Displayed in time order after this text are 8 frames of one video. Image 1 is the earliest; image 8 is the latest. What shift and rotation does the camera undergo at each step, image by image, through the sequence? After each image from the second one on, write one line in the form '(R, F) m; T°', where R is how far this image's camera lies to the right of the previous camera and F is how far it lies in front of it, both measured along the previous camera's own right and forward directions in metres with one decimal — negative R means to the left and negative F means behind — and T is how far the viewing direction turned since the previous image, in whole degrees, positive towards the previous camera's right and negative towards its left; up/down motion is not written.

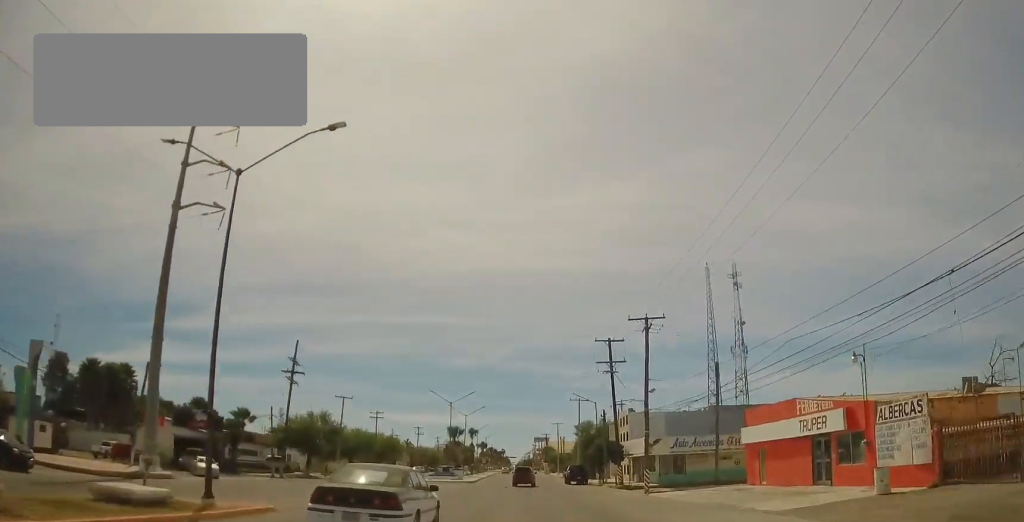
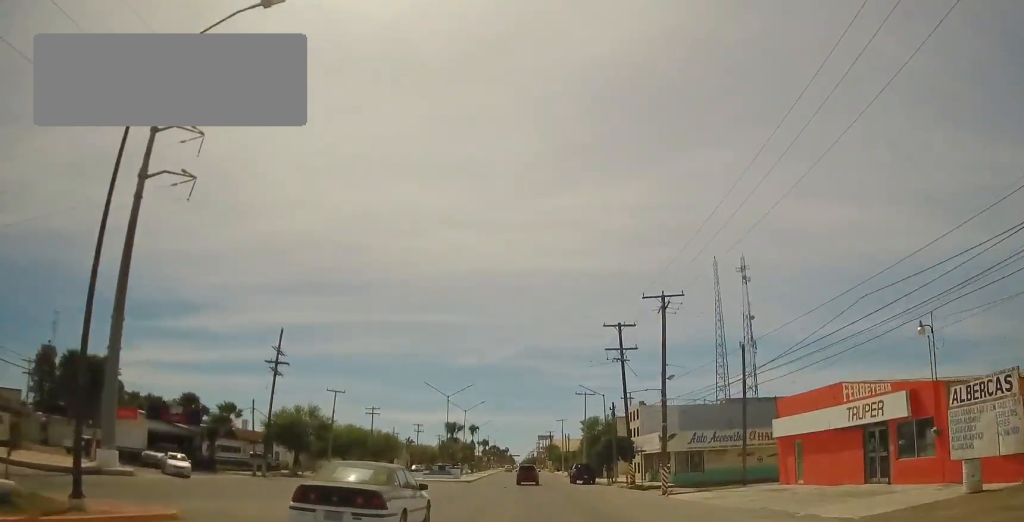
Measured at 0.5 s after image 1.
(-0.2, +4.7) m; 0°
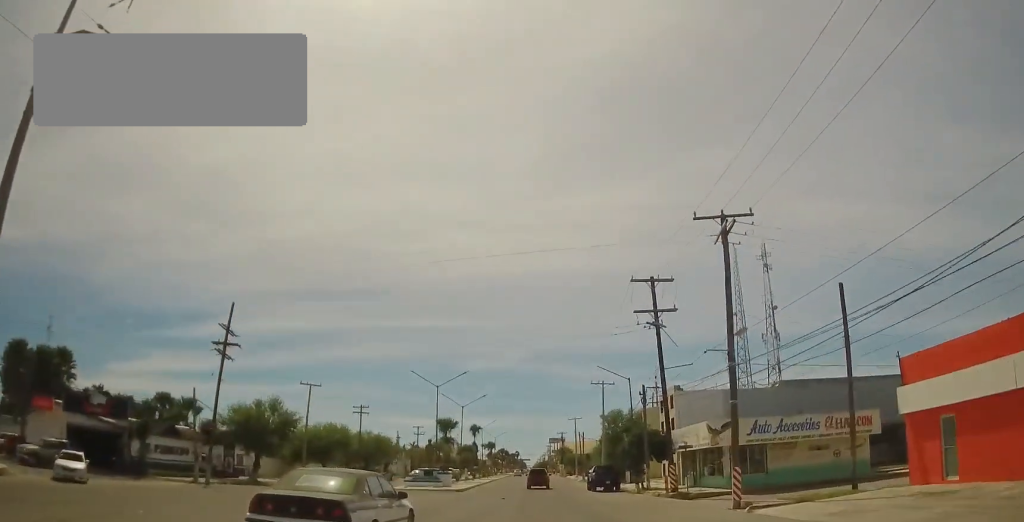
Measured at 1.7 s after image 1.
(+0.6, +11.8) m; +2°
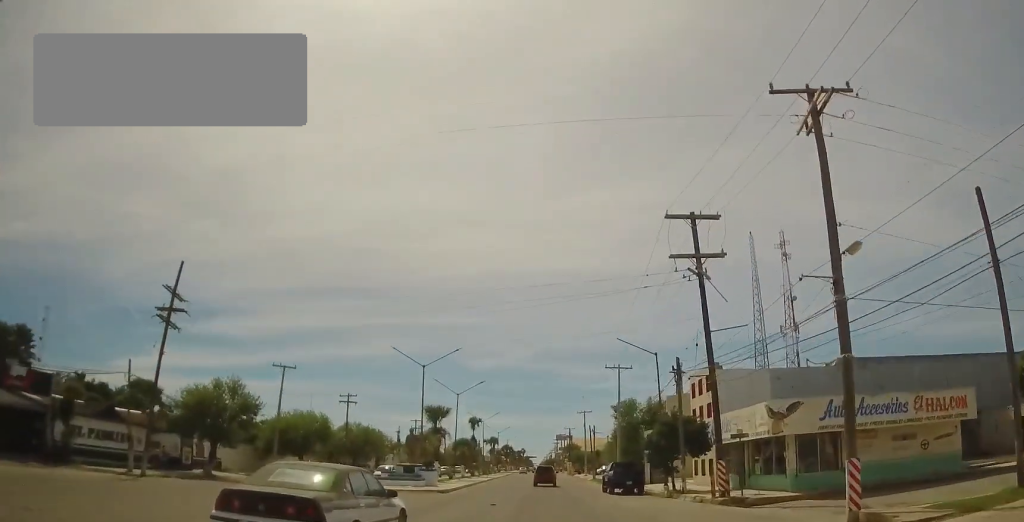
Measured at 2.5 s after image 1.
(0.0, +8.7) m; -2°
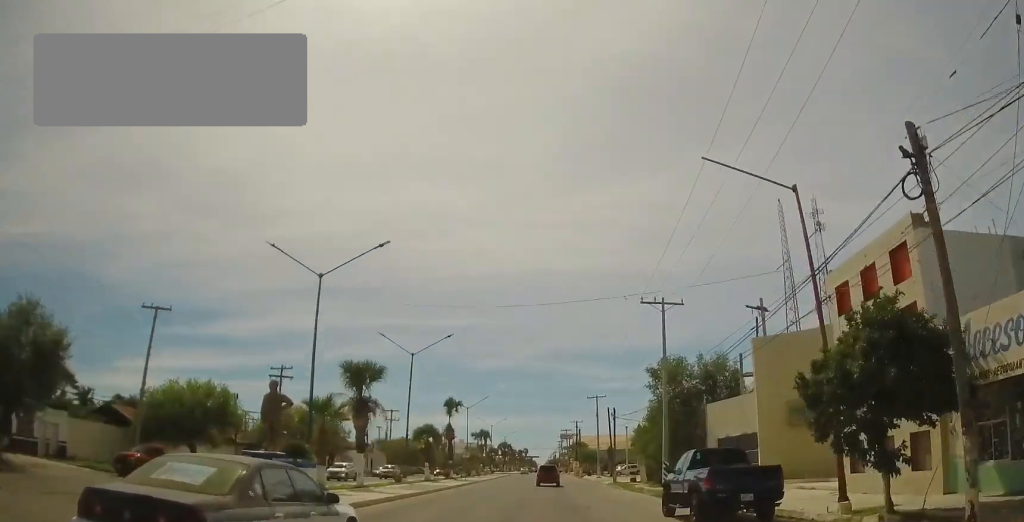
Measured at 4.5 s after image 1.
(-1.0, +21.5) m; -3°
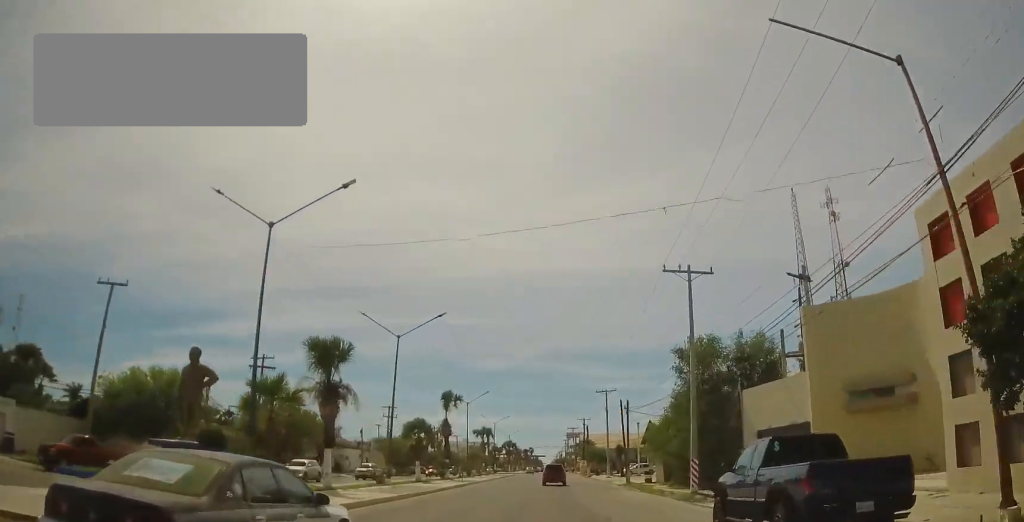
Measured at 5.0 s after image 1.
(0.0, +5.6) m; 0°
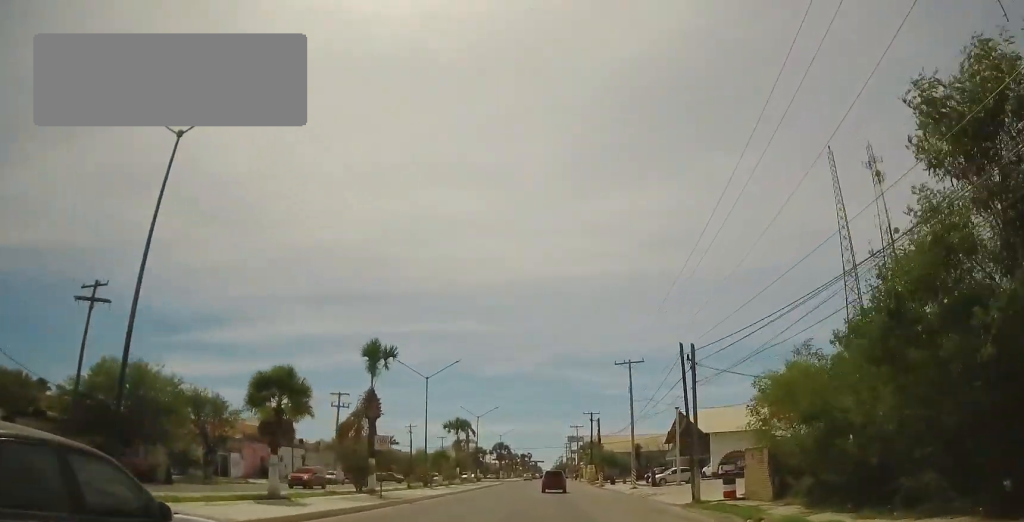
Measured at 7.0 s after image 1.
(0.0, +23.7) m; +1°
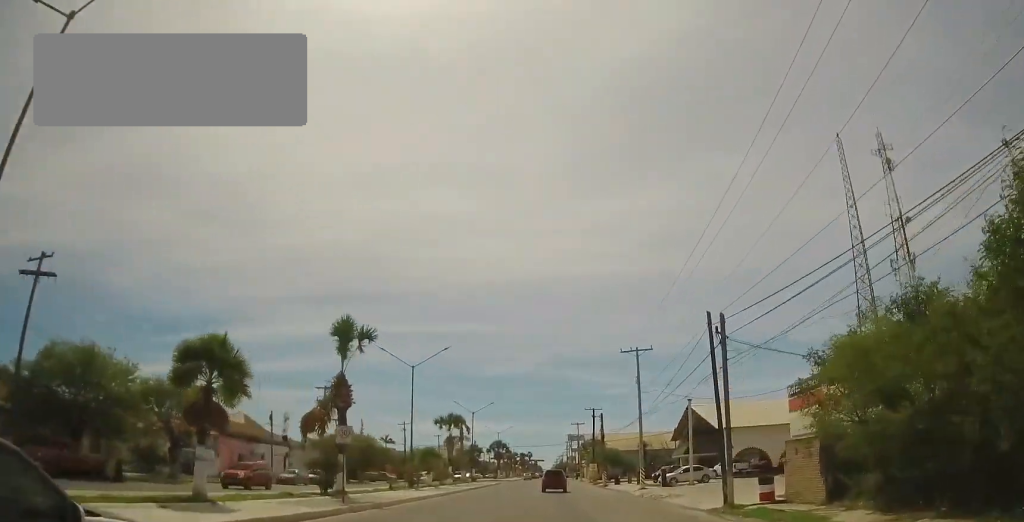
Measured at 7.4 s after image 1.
(-0.1, +4.8) m; +1°
